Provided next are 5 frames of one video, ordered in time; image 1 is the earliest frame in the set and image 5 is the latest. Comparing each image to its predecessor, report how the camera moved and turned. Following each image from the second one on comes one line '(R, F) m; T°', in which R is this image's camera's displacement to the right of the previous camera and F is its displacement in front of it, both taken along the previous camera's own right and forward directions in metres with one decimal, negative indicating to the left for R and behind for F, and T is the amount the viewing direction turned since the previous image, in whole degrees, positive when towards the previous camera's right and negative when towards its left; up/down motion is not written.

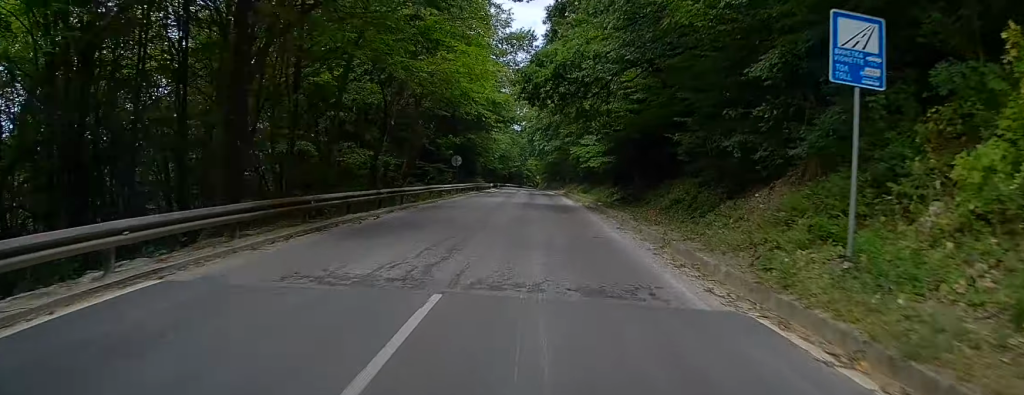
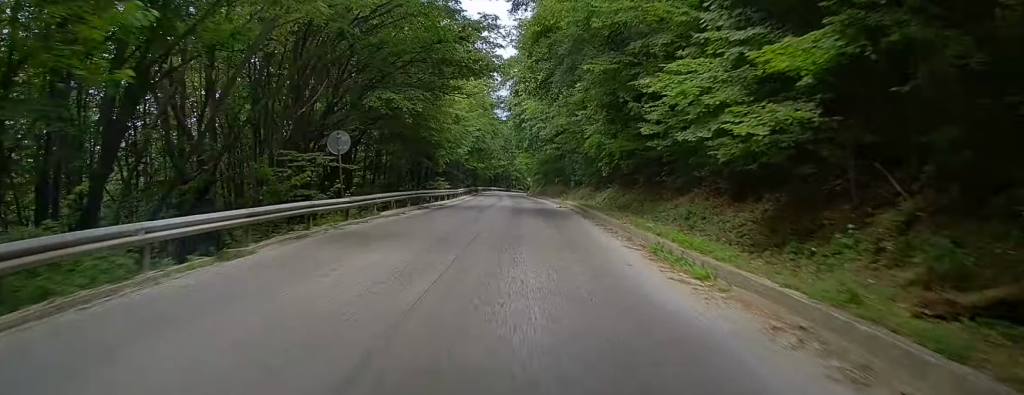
(-0.1, +28.8) m; 0°
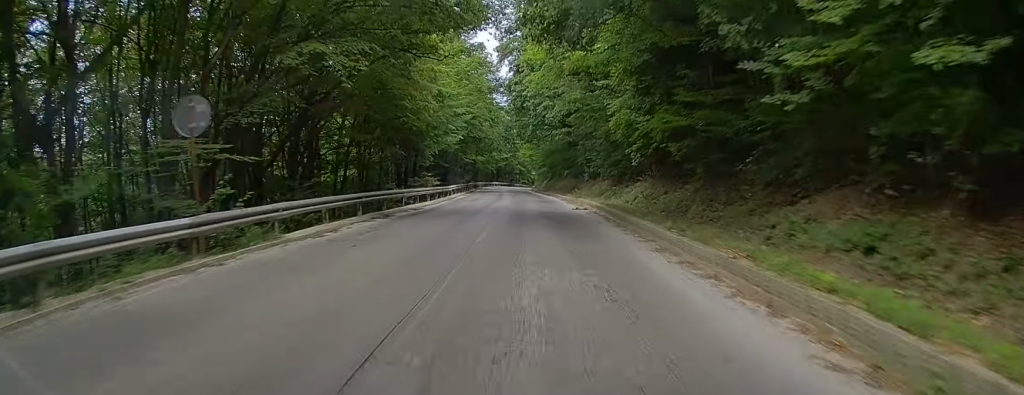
(0.0, +10.1) m; +1°
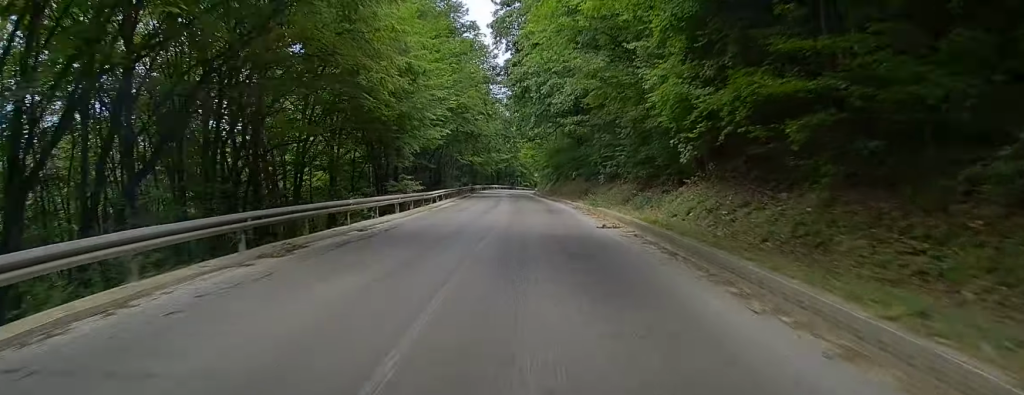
(+0.1, +9.5) m; 0°
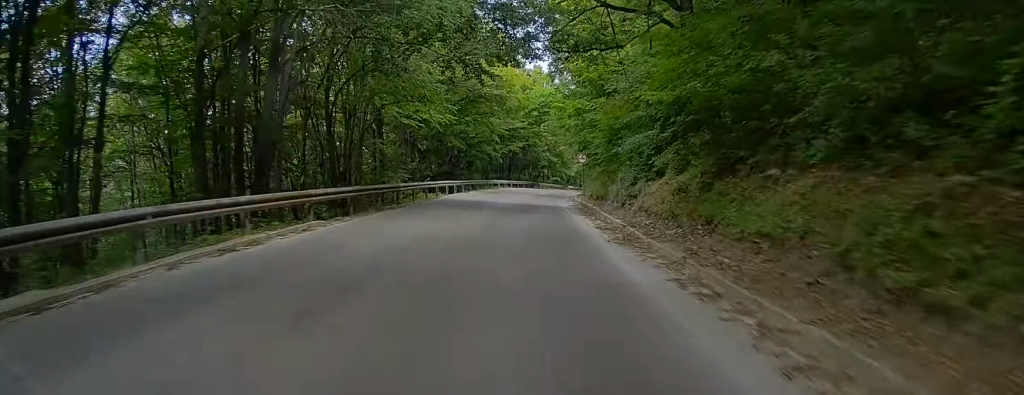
(+0.4, +57.5) m; 0°
